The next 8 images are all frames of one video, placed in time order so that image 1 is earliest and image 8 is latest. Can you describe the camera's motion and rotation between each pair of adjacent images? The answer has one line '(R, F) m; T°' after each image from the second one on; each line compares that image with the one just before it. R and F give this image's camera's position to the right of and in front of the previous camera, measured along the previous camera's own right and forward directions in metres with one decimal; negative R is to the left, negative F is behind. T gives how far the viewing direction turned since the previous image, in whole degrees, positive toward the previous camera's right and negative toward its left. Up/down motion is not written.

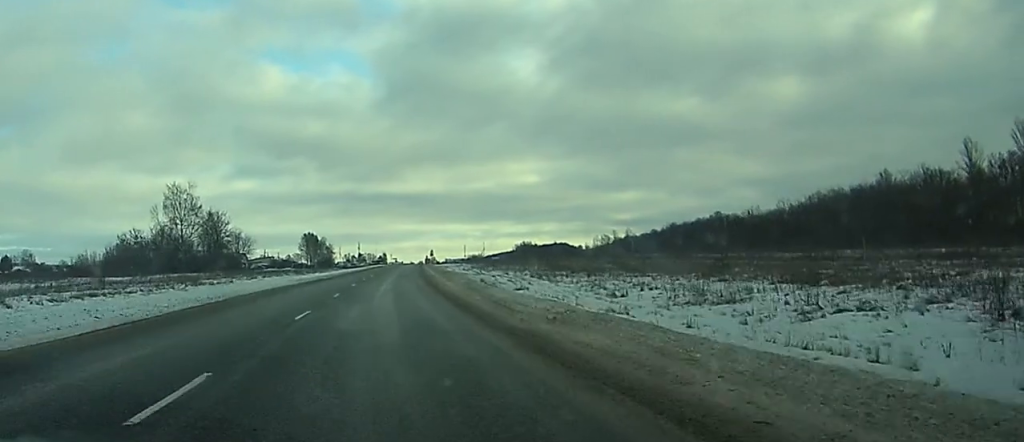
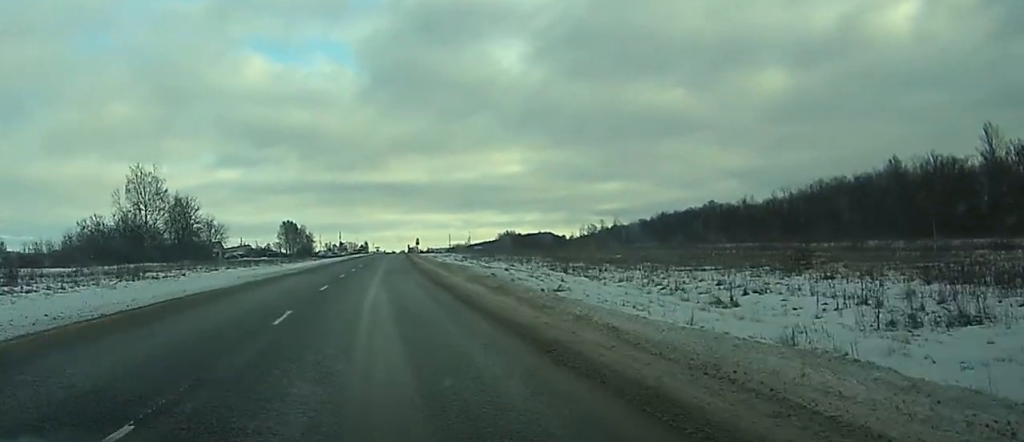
(+0.3, +16.0) m; +1°
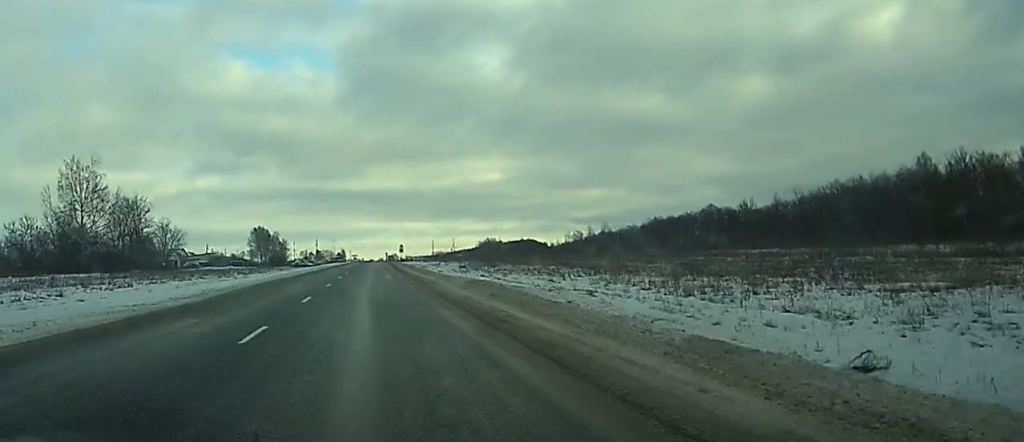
(+0.4, +26.5) m; +1°
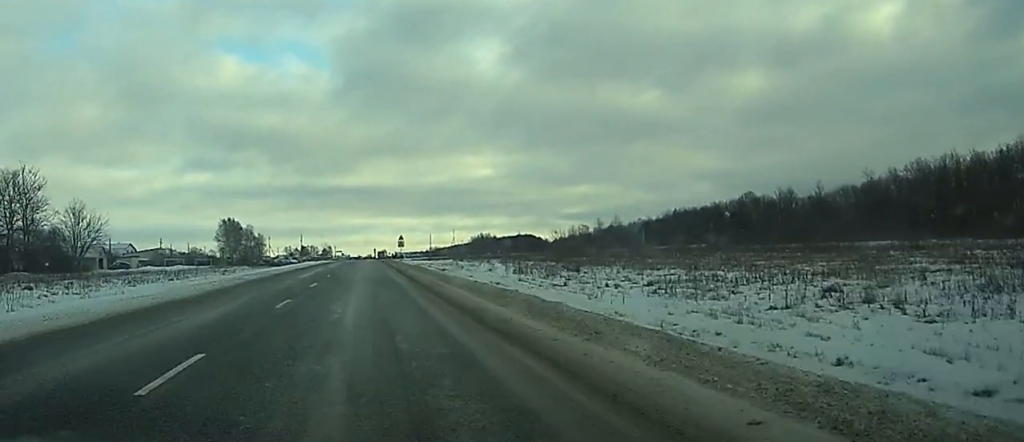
(+0.4, +52.1) m; +1°
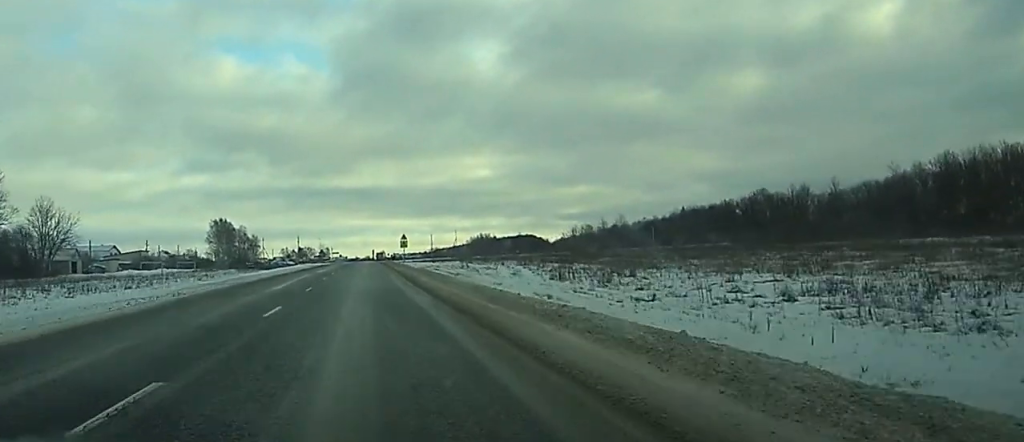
(0.0, +14.1) m; 0°
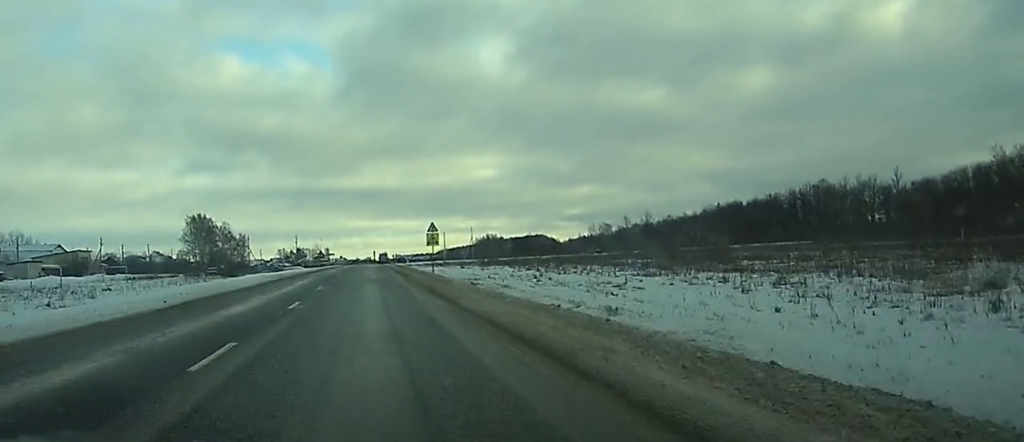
(-0.1, +43.2) m; 0°
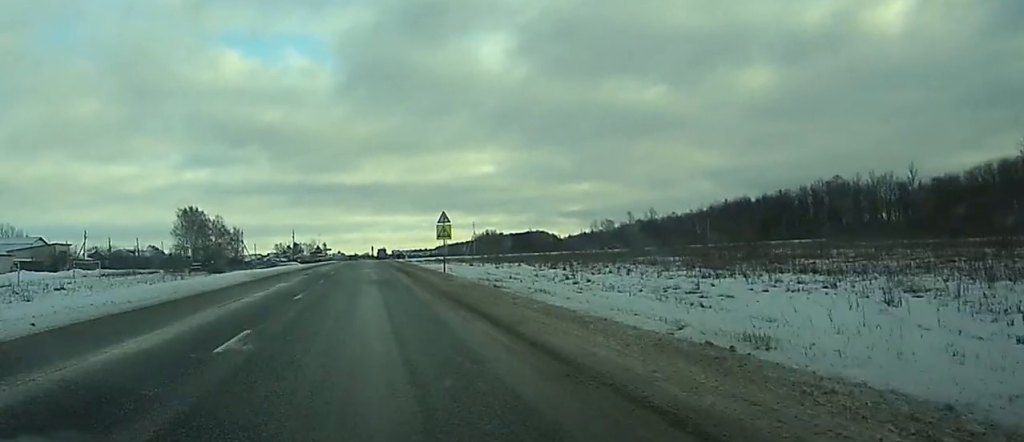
(0.0, +10.2) m; 0°
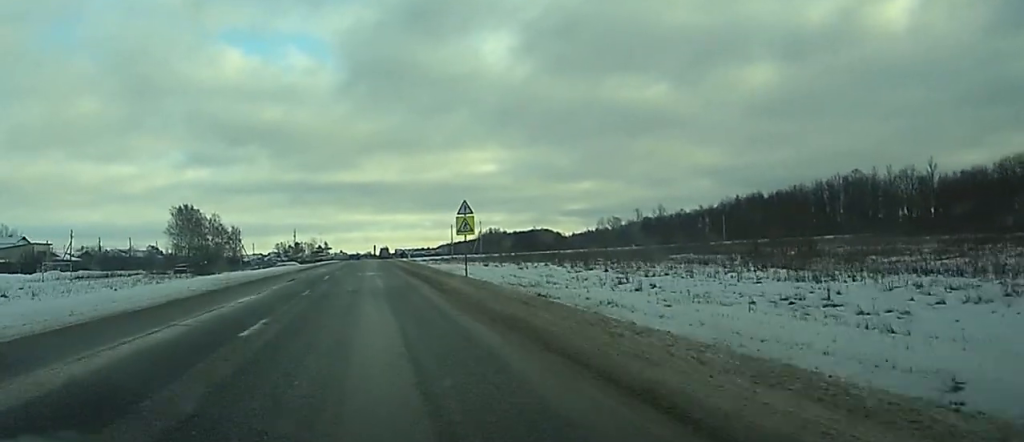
(0.0, +10.2) m; 0°
